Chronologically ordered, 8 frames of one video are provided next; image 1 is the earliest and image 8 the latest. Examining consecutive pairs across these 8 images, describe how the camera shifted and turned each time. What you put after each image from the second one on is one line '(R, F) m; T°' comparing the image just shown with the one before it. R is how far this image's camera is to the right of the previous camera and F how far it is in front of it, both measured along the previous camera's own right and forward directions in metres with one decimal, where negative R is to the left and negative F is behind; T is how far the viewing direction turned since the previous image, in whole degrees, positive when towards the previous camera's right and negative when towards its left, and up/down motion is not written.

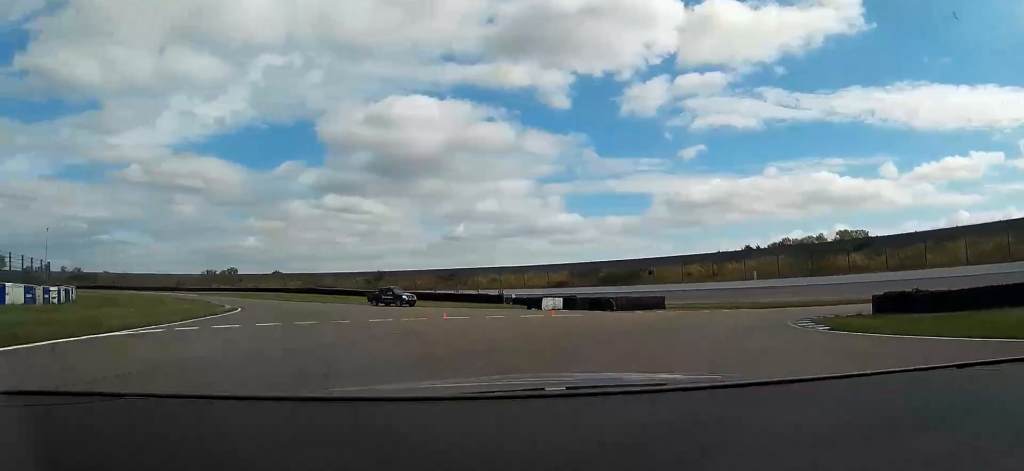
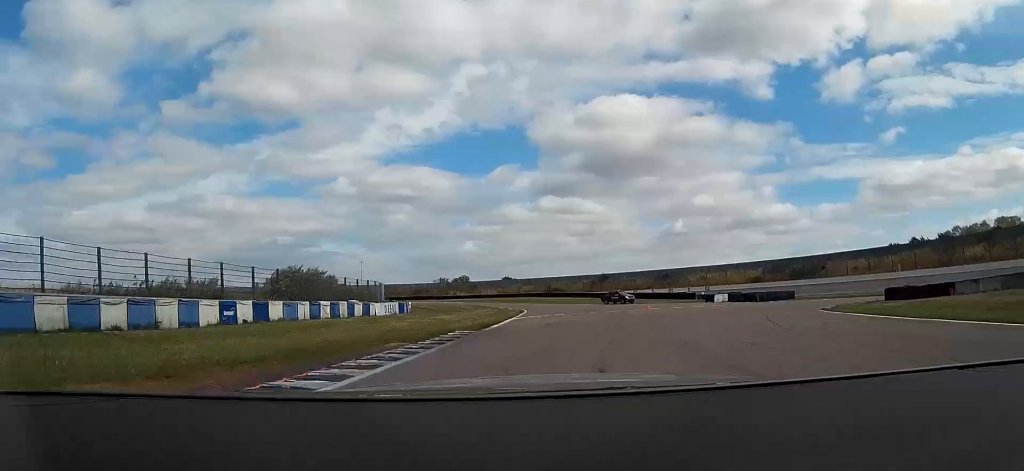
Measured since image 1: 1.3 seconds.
(-4.7, +27.6) m; -14°
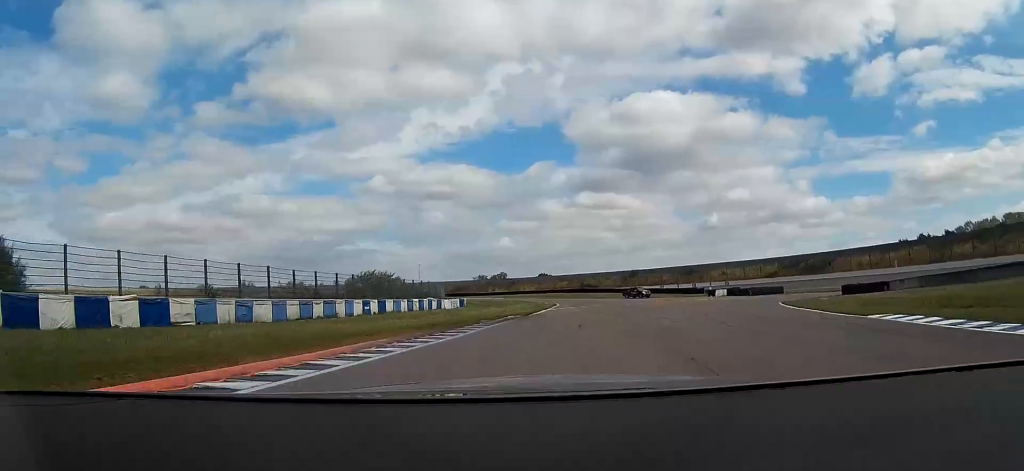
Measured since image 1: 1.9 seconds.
(-0.8, +15.9) m; -3°
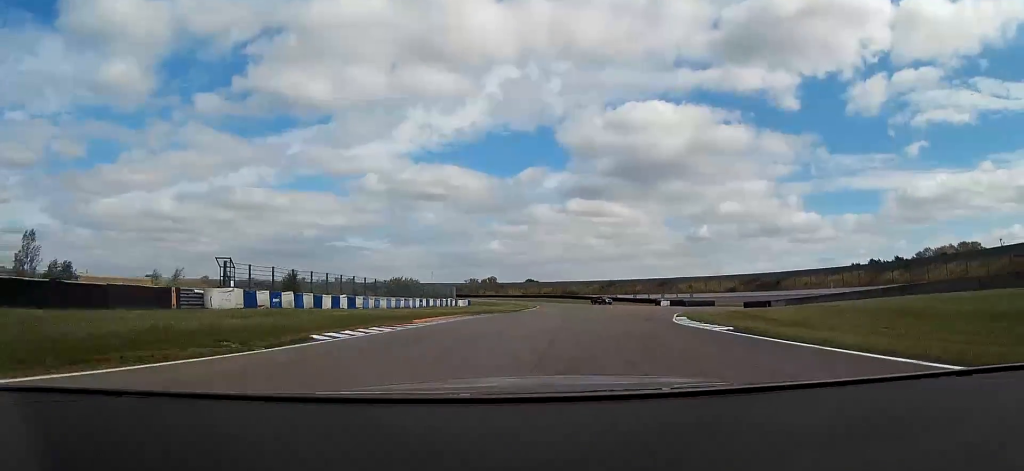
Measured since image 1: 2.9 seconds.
(-0.5, +27.3) m; 0°
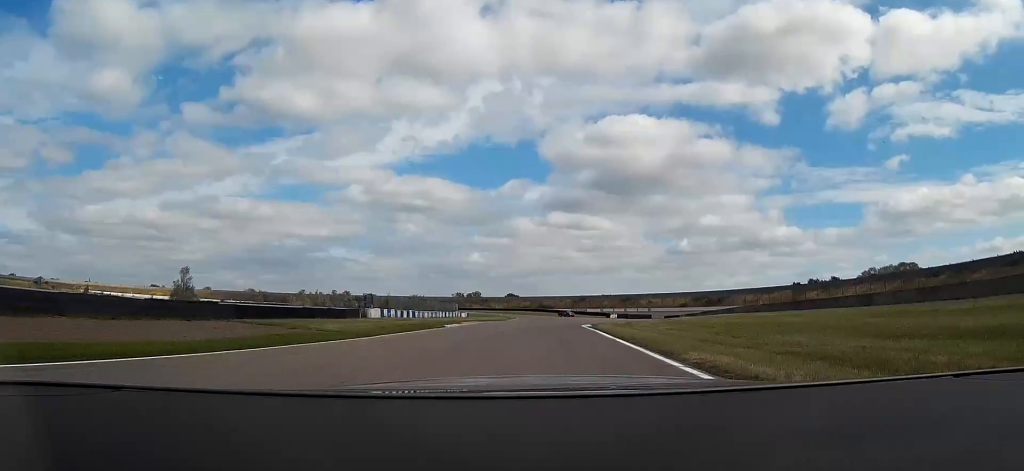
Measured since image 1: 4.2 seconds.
(+0.7, +36.9) m; +2°
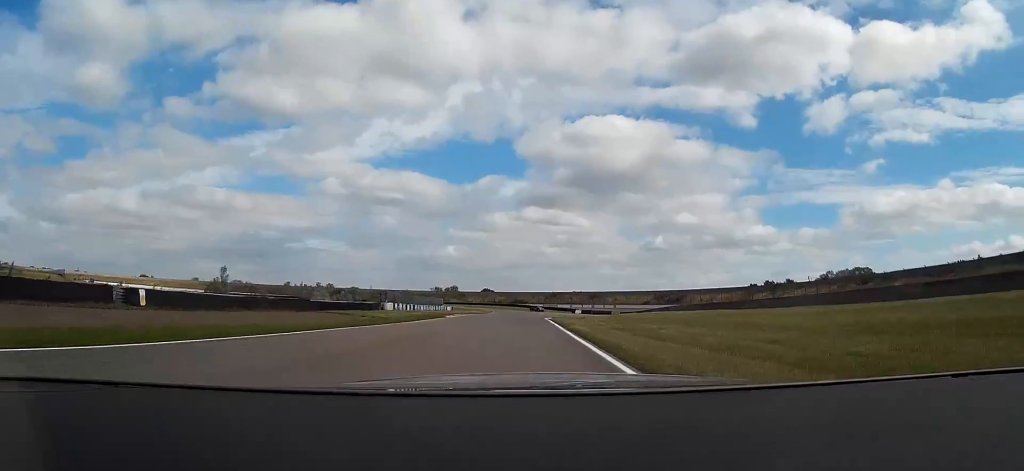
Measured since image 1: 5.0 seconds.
(+0.2, +22.2) m; +1°
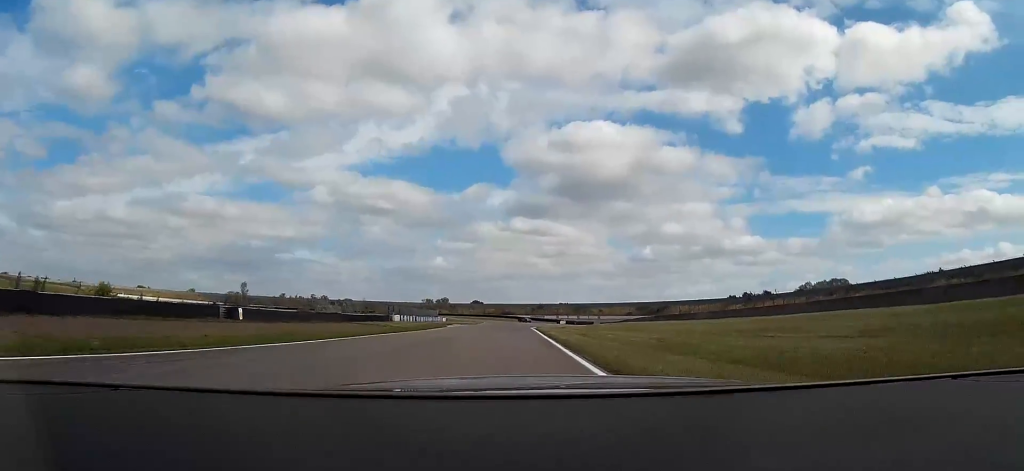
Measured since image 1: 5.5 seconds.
(+0.1, +14.0) m; 0°
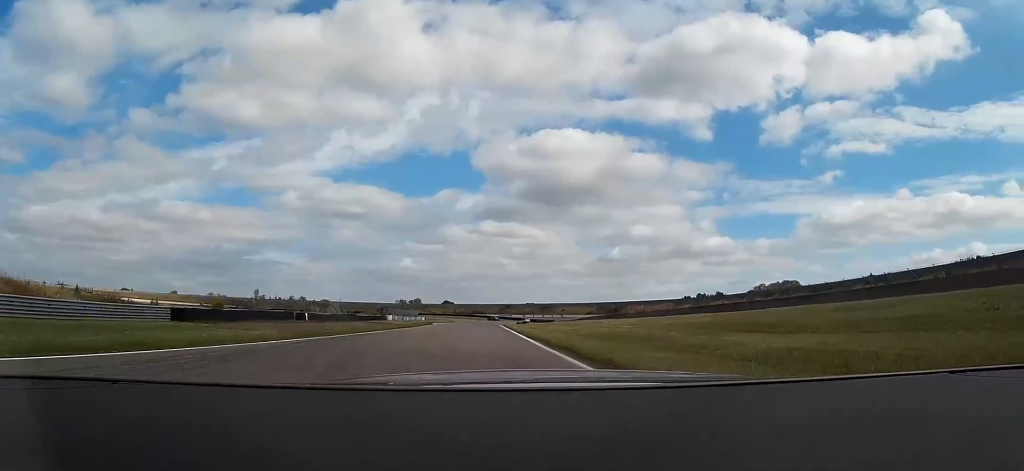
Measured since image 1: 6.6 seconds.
(+0.2, +26.5) m; +8°
